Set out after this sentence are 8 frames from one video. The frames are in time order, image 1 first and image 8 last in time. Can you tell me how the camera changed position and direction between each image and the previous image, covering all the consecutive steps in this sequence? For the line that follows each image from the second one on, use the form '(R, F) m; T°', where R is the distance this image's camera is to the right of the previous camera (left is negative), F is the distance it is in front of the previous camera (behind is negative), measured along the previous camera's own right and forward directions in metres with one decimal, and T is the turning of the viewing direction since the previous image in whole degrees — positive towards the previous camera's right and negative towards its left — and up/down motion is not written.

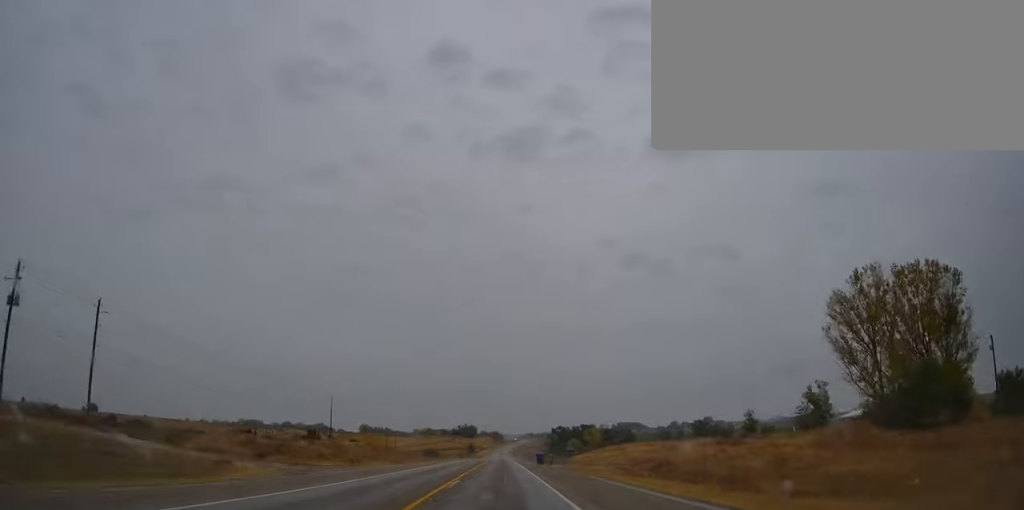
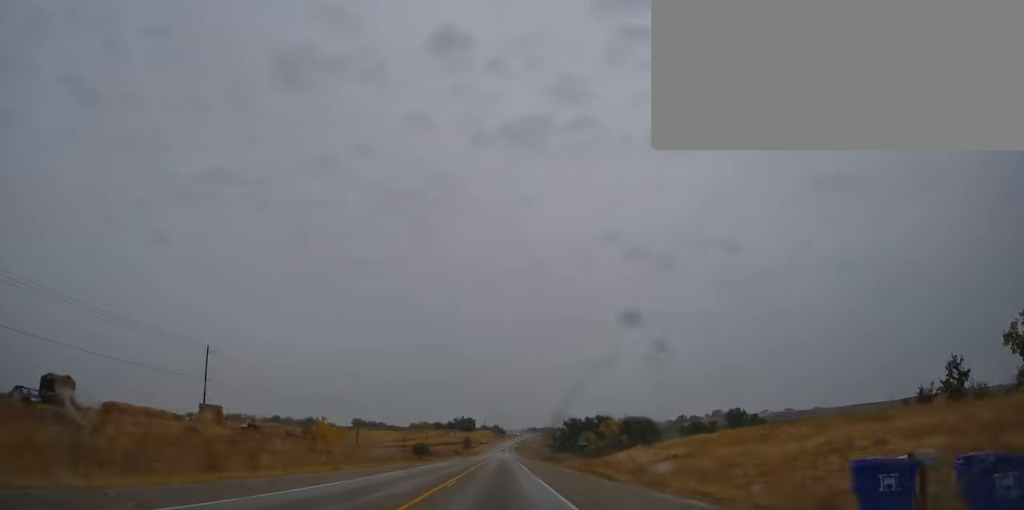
(-0.1, +61.0) m; 0°
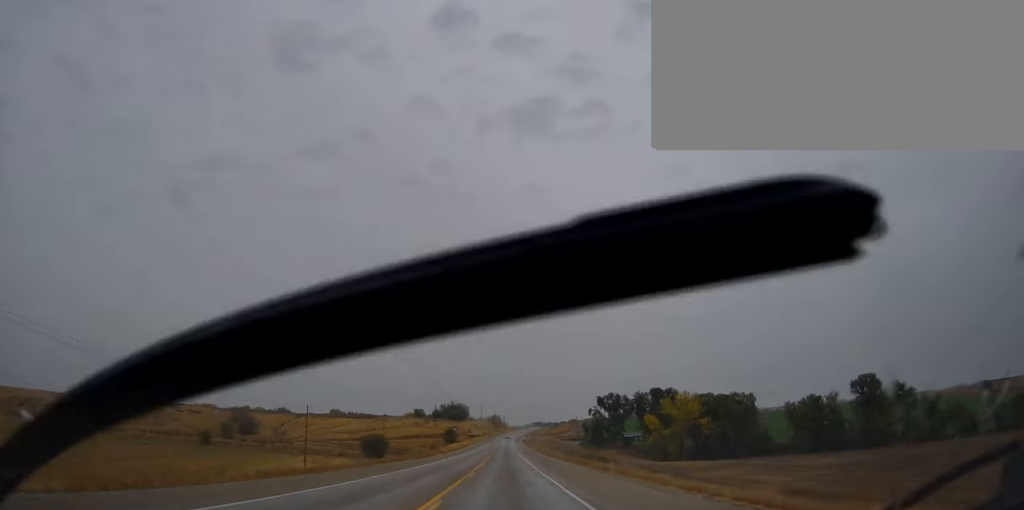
(+0.2, +132.1) m; 0°
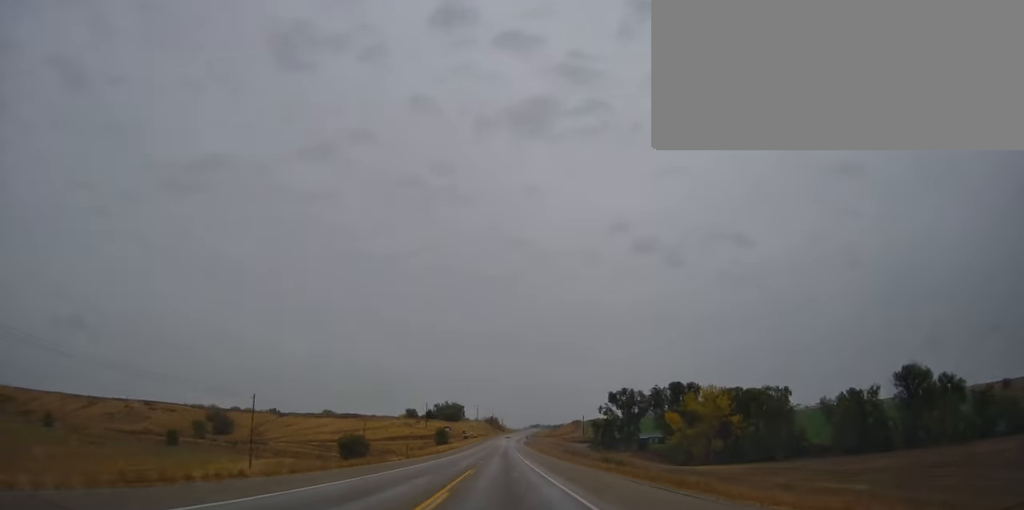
(0.0, +28.4) m; 0°
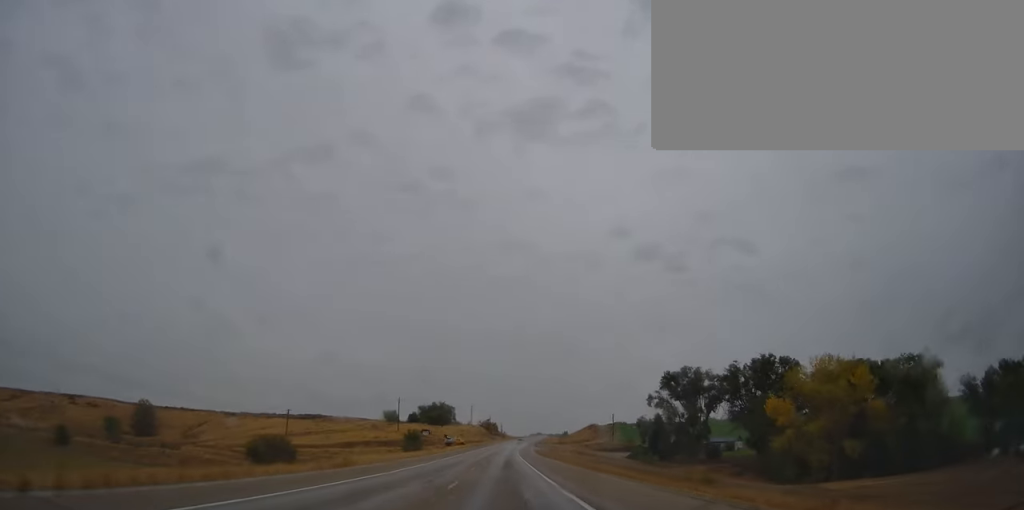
(-0.3, +69.6) m; 0°
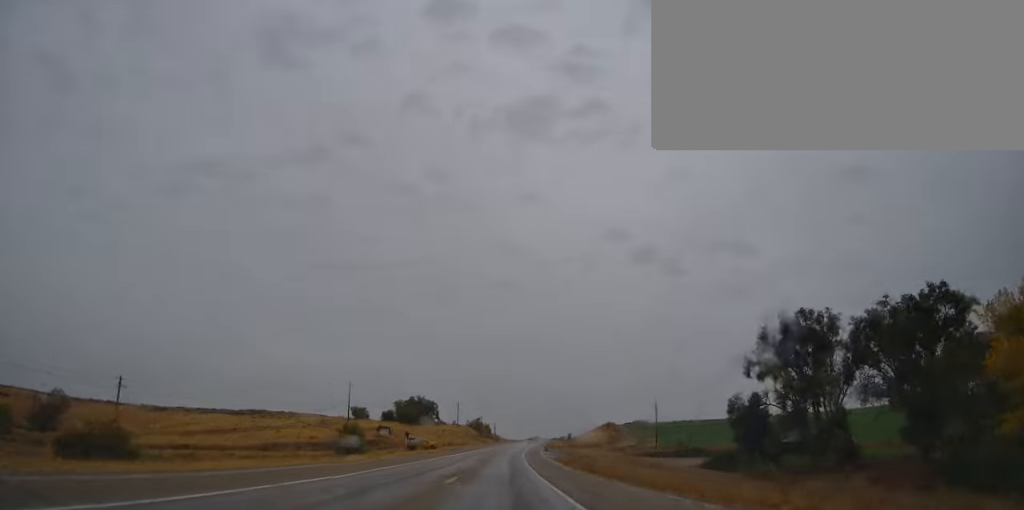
(+0.2, +57.9) m; +1°
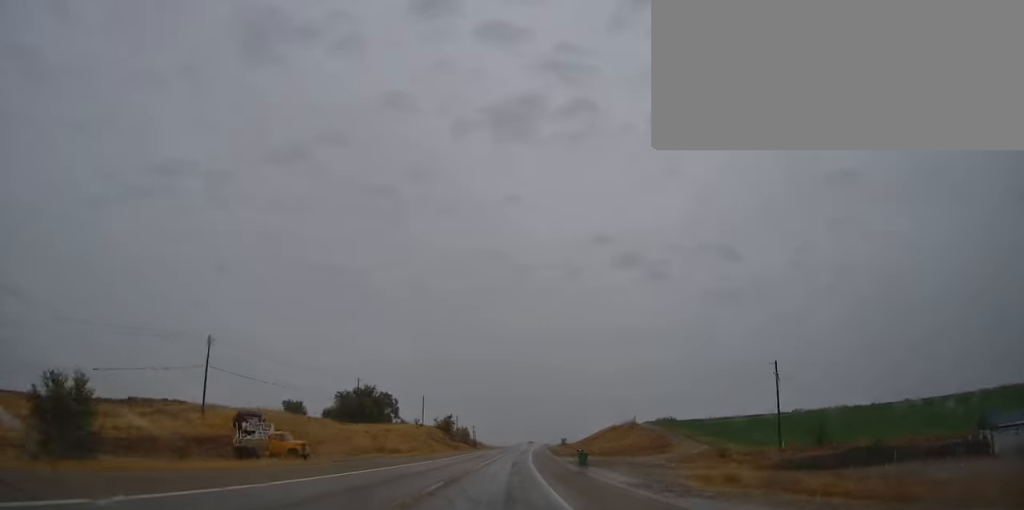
(+0.6, +64.5) m; +1°
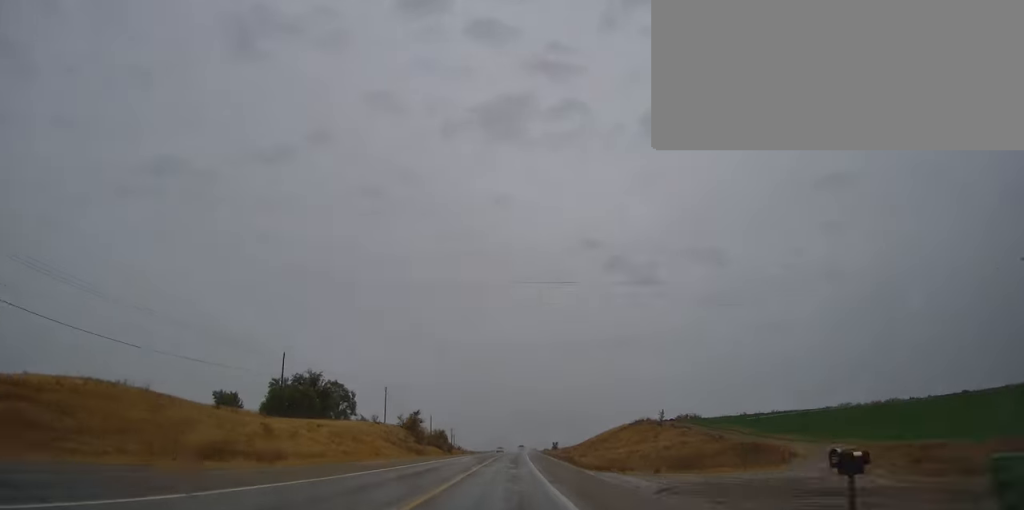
(-0.3, +39.7) m; +1°
